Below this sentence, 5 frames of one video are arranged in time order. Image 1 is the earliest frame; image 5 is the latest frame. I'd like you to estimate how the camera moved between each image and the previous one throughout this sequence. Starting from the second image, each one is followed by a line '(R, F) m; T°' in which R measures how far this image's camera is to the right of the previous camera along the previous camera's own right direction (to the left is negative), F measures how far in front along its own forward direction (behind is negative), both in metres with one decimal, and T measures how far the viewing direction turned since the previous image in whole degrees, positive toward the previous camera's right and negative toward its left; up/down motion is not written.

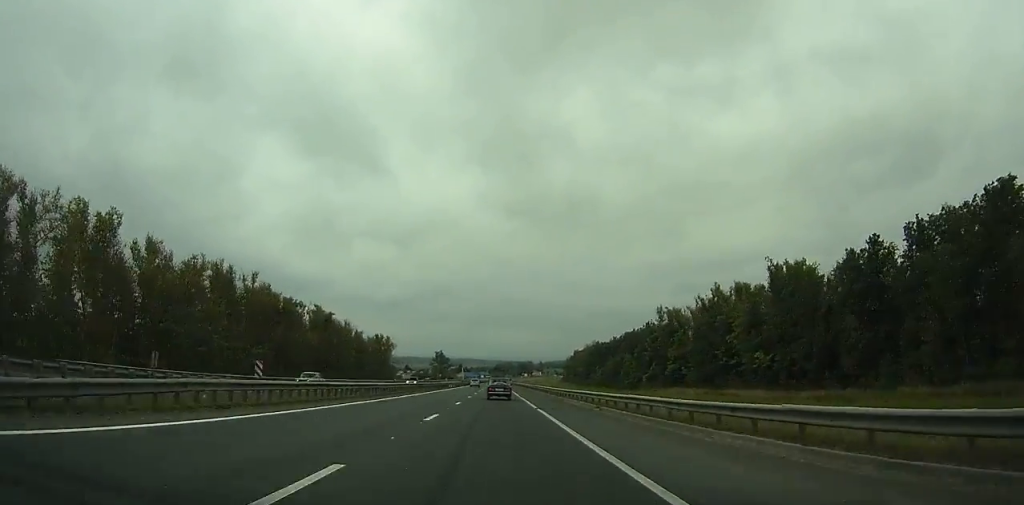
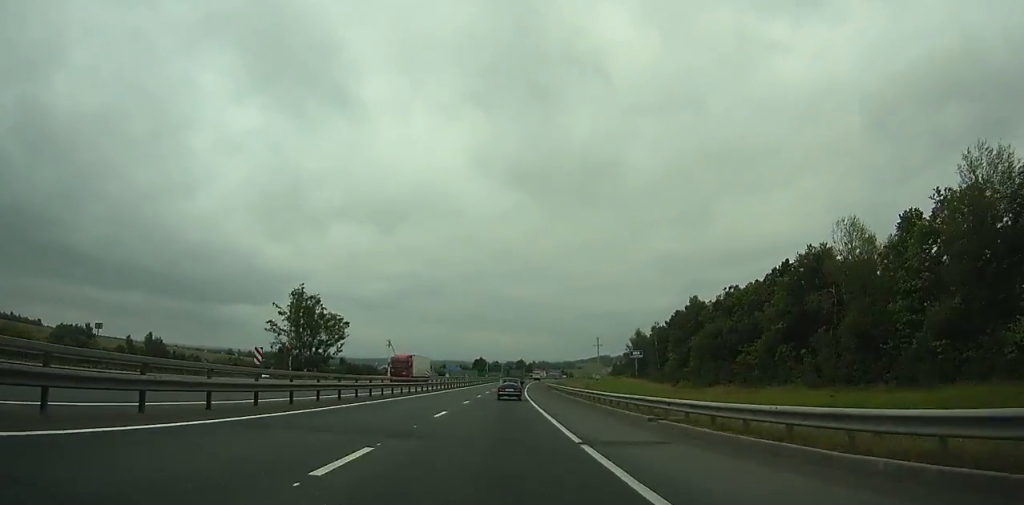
(-0.2, +249.7) m; +1°
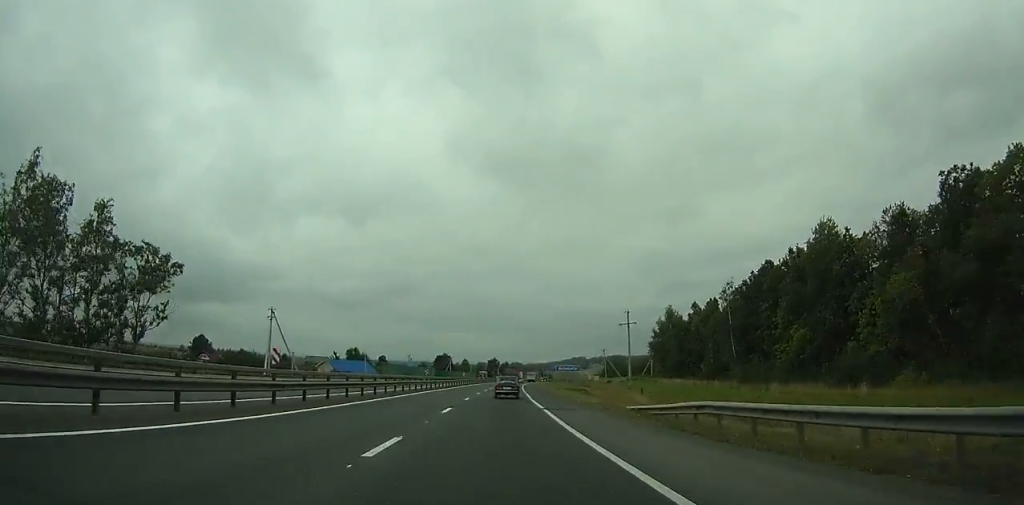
(+1.1, +69.9) m; +2°
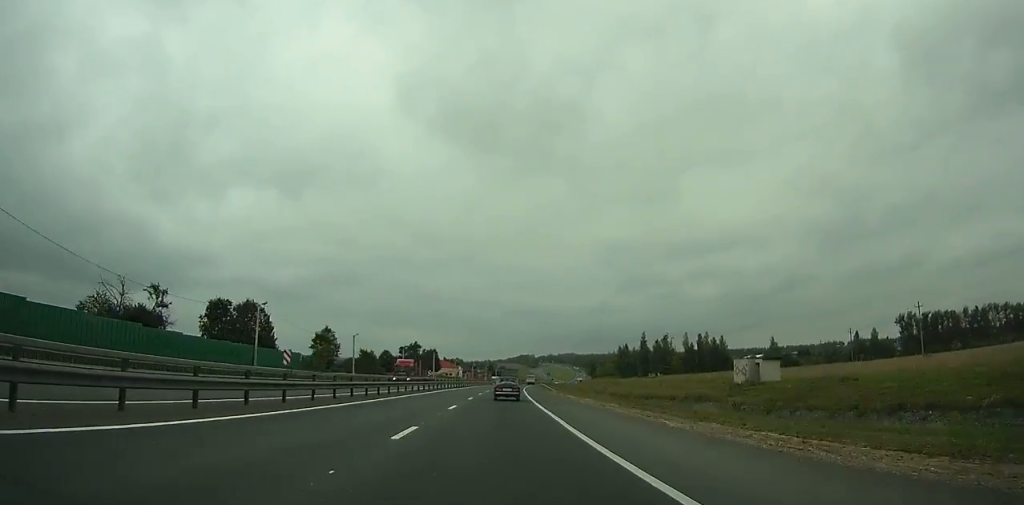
(+9.0, +176.9) m; +6°
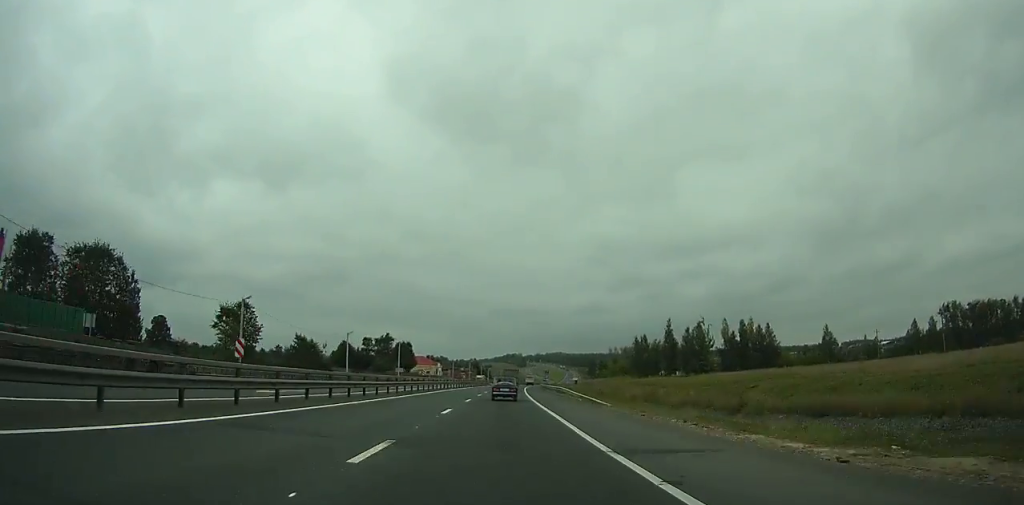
(+0.3, +40.5) m; +1°
